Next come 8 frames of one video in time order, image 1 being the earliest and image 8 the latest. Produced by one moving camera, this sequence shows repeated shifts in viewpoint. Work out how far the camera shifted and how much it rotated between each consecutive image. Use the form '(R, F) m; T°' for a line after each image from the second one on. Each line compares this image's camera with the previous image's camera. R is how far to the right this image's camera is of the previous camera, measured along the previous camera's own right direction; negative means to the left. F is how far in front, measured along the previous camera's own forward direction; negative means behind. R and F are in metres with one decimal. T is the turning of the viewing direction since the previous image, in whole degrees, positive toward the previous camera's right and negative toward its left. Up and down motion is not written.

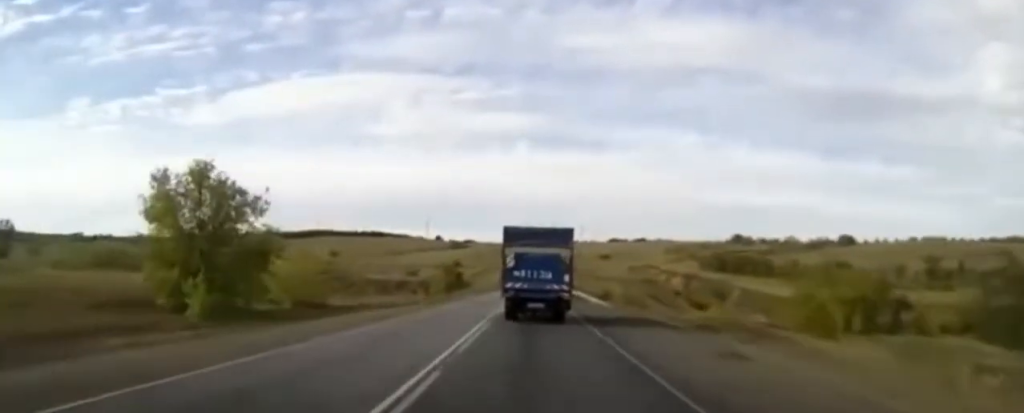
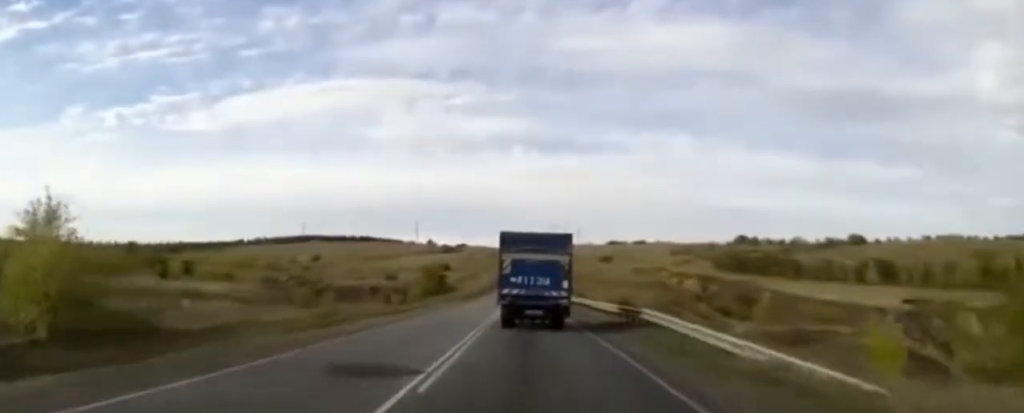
(+0.1, +28.6) m; 0°
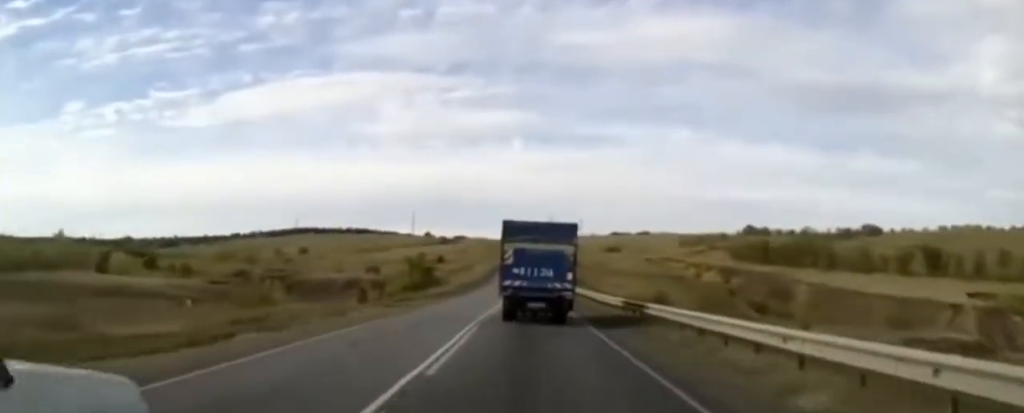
(0.0, +23.2) m; 0°
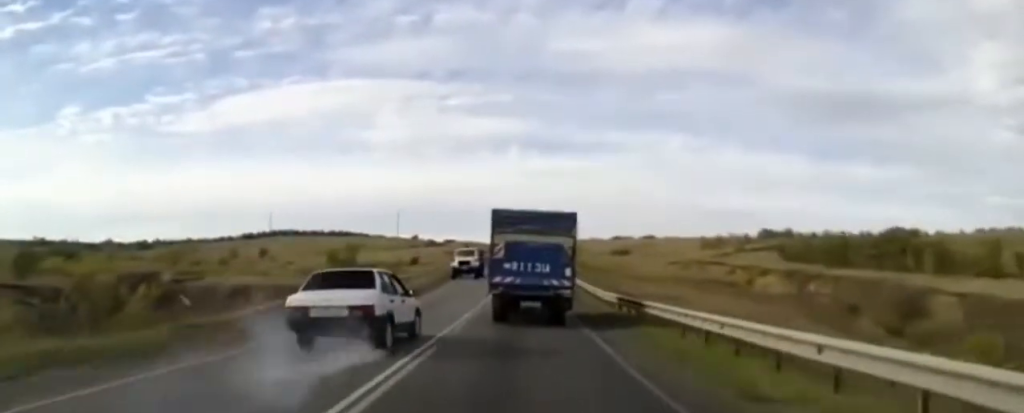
(+0.1, +52.6) m; 0°
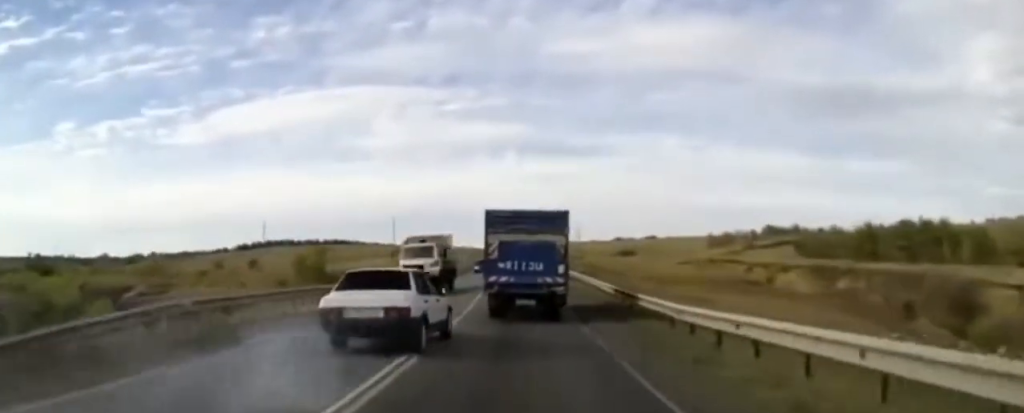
(0.0, +12.8) m; 0°
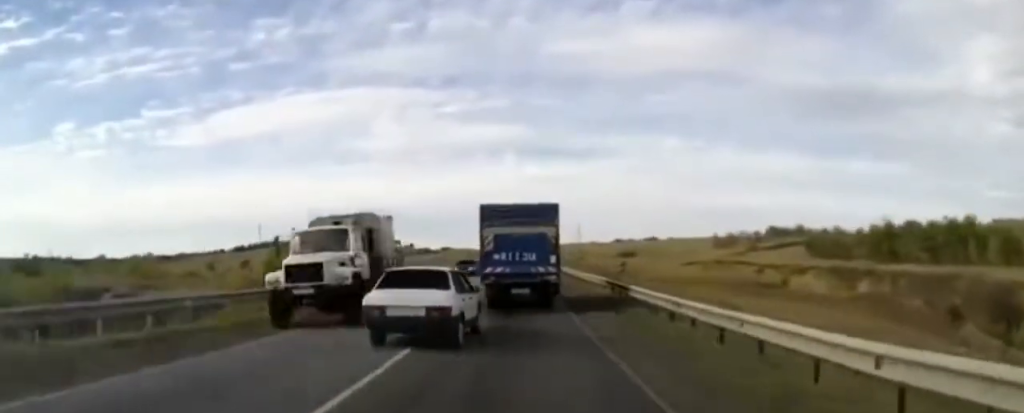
(0.0, +8.4) m; 0°
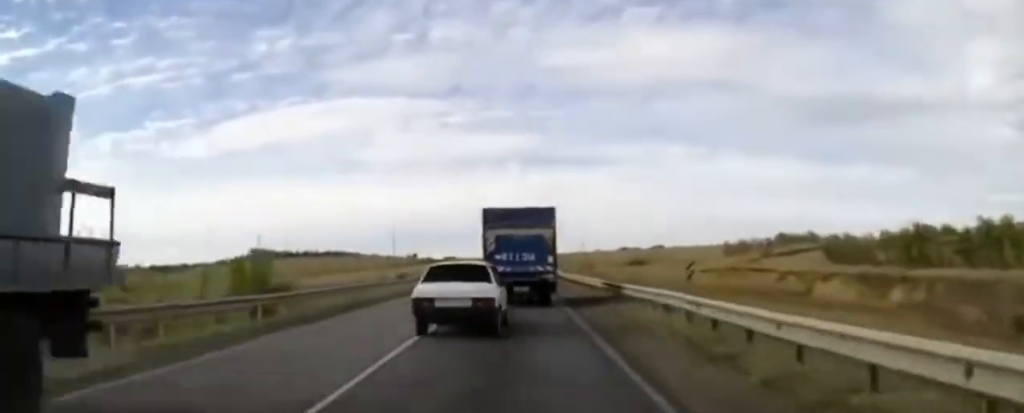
(0.0, +9.8) m; 0°
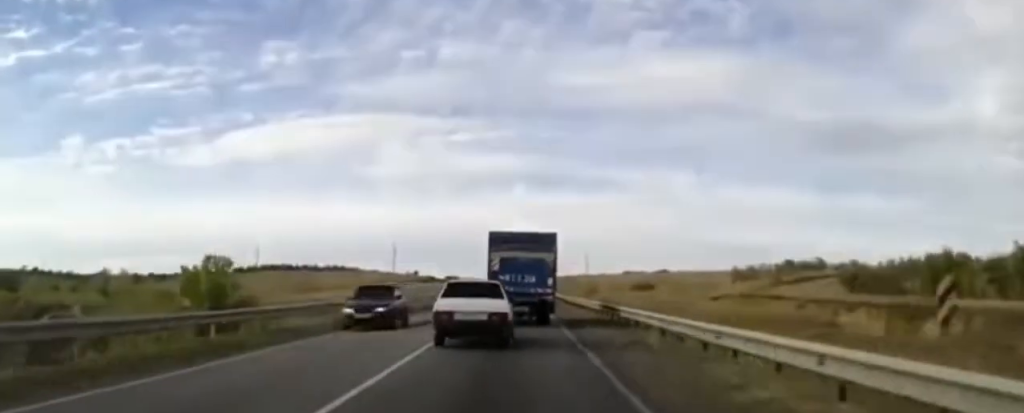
(0.0, +9.0) m; 0°
